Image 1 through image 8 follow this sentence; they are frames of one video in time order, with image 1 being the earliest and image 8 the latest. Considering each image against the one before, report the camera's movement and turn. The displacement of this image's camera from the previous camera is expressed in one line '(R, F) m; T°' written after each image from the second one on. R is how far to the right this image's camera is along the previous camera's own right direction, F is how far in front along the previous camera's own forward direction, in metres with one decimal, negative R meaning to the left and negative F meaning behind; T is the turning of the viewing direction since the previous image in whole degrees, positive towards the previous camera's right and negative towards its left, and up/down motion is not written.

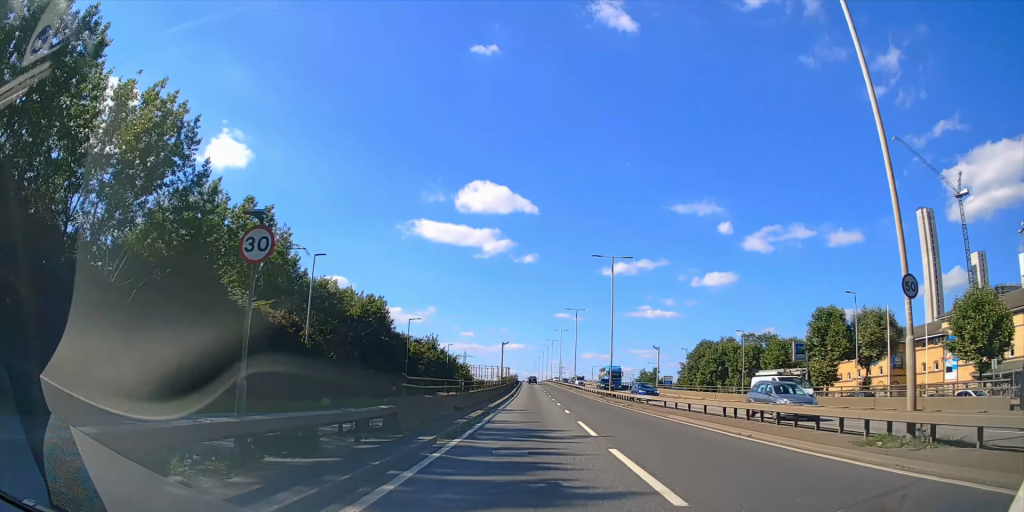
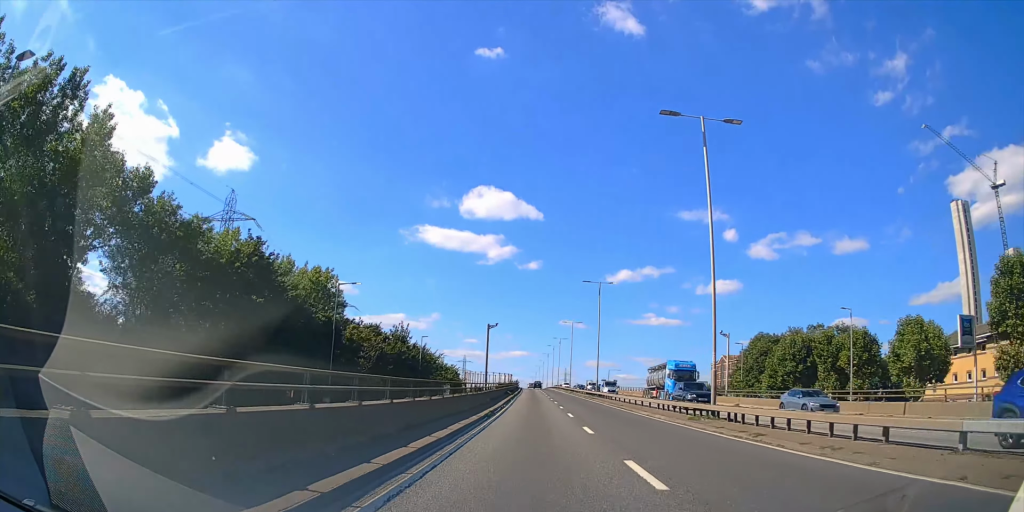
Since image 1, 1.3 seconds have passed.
(0.0, +29.5) m; 0°
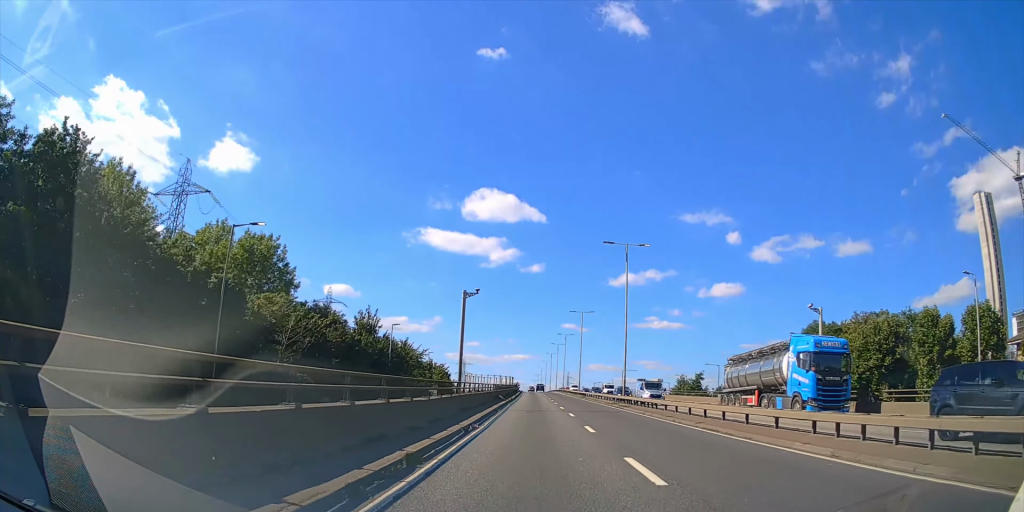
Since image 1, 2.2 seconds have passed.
(-0.1, +18.5) m; 0°
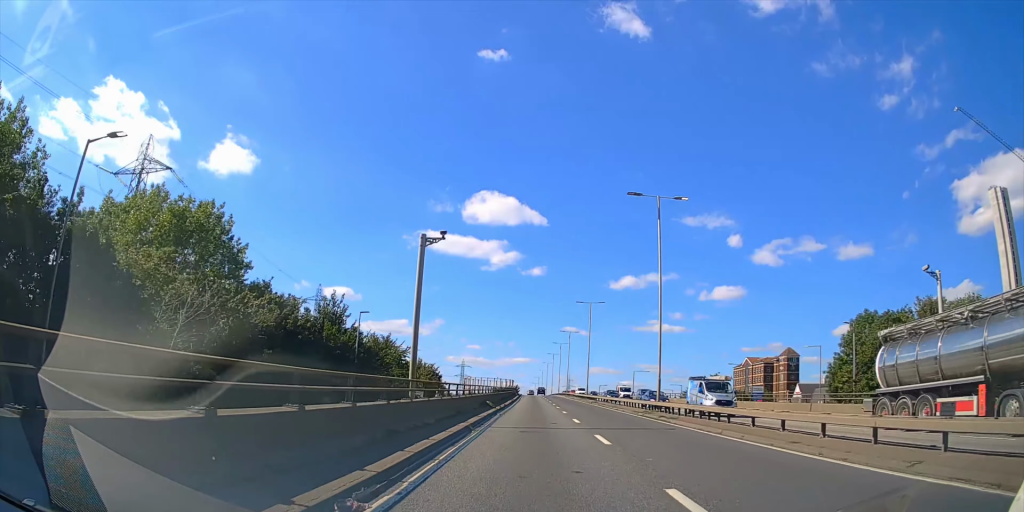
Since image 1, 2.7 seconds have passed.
(0.0, +12.6) m; 0°
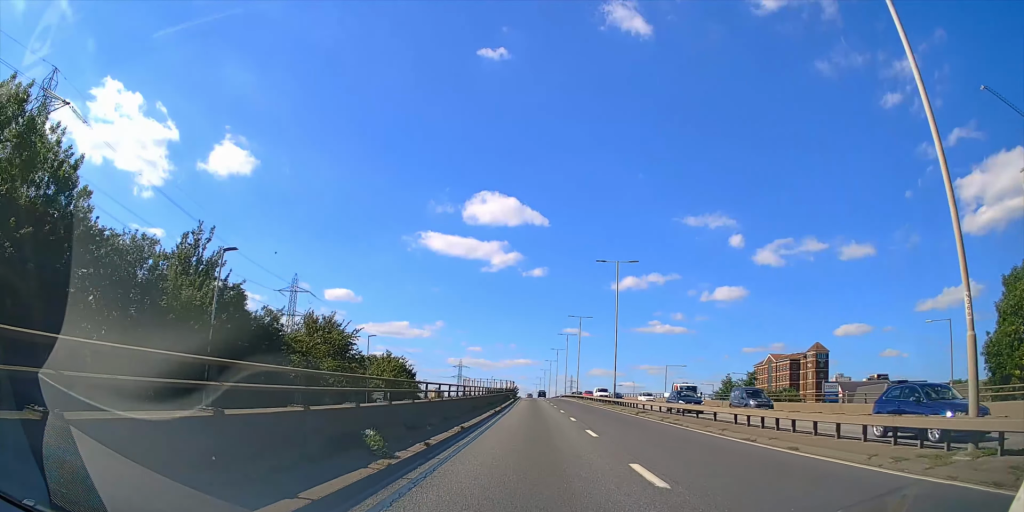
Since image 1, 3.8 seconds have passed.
(-0.1, +24.5) m; 0°
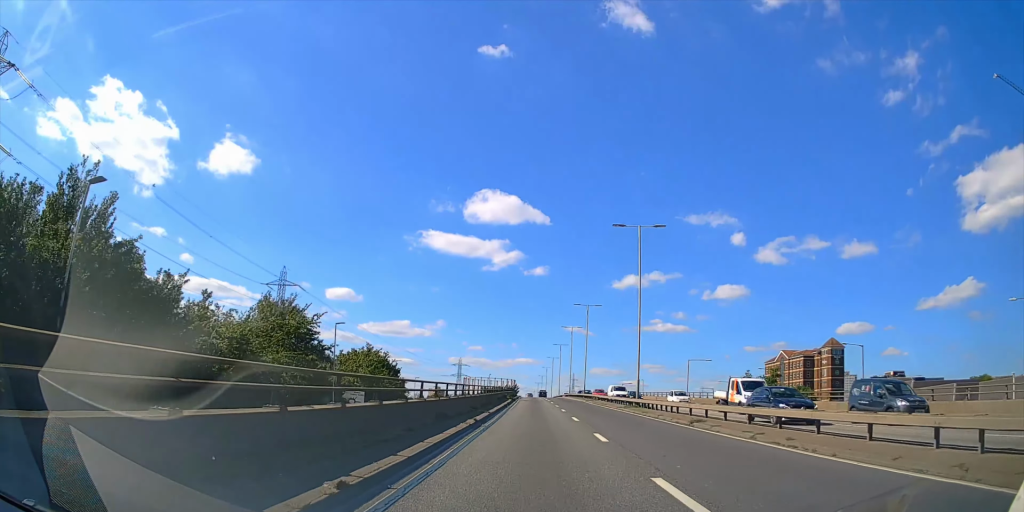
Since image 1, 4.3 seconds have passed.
(0.0, +11.2) m; 0°
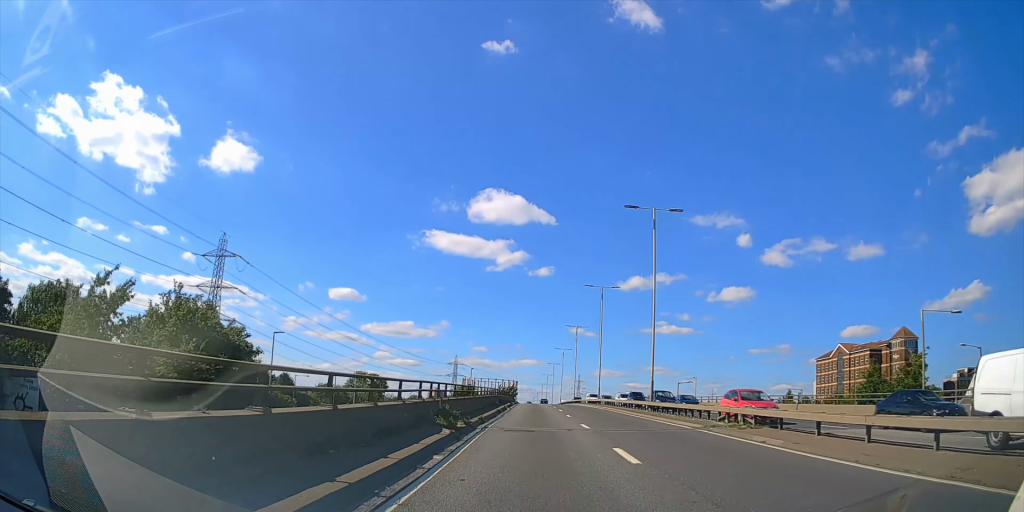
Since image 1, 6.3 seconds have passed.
(-0.1, +44.1) m; 0°
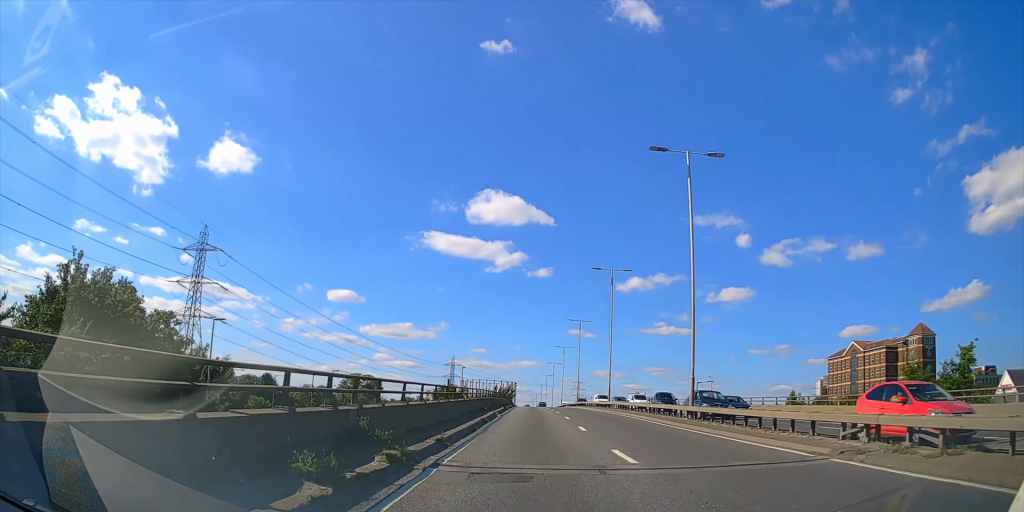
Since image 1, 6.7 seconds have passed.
(0.0, +9.8) m; 0°
